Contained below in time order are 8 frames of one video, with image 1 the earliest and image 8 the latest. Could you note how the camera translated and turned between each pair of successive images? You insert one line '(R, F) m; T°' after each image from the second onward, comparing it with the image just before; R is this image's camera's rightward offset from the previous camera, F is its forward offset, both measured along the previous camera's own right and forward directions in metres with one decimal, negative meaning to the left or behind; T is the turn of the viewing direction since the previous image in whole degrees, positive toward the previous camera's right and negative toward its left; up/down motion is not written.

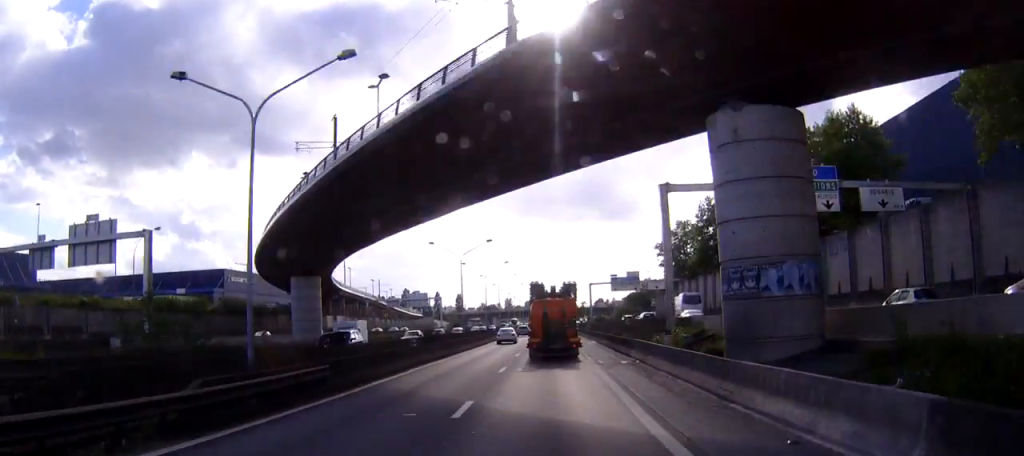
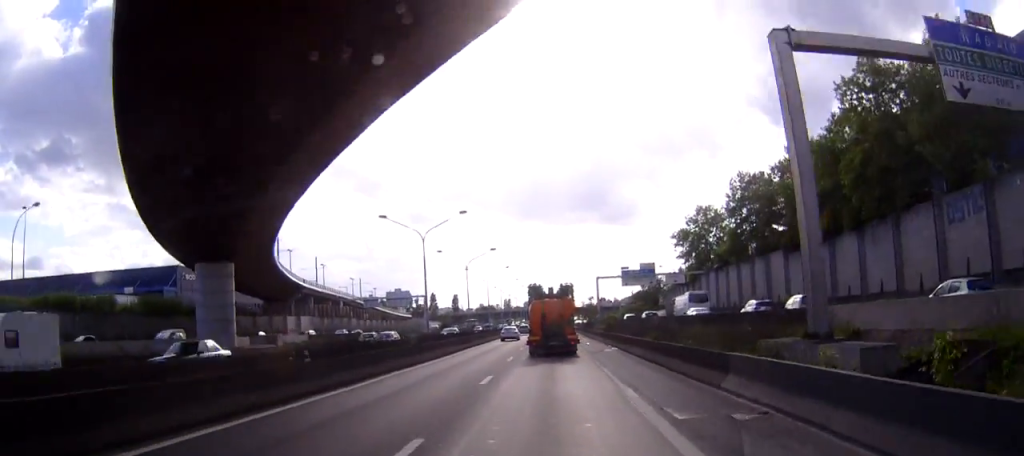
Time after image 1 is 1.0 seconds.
(+0.1, +20.0) m; 0°
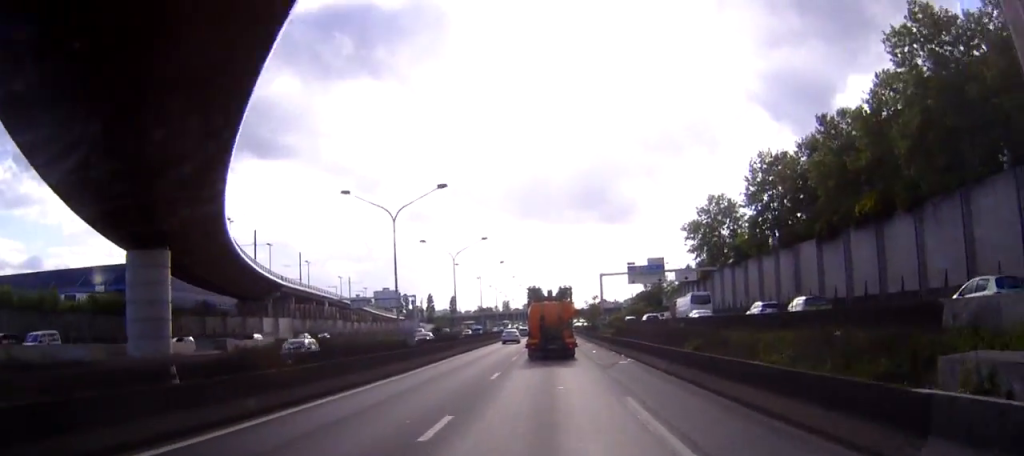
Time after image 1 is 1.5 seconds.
(0.0, +9.4) m; 0°
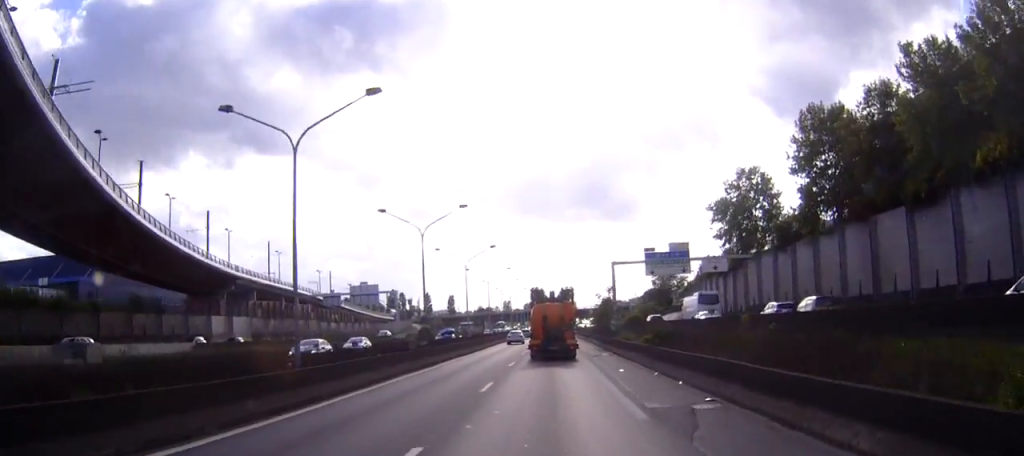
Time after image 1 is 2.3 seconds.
(0.0, +16.7) m; 0°
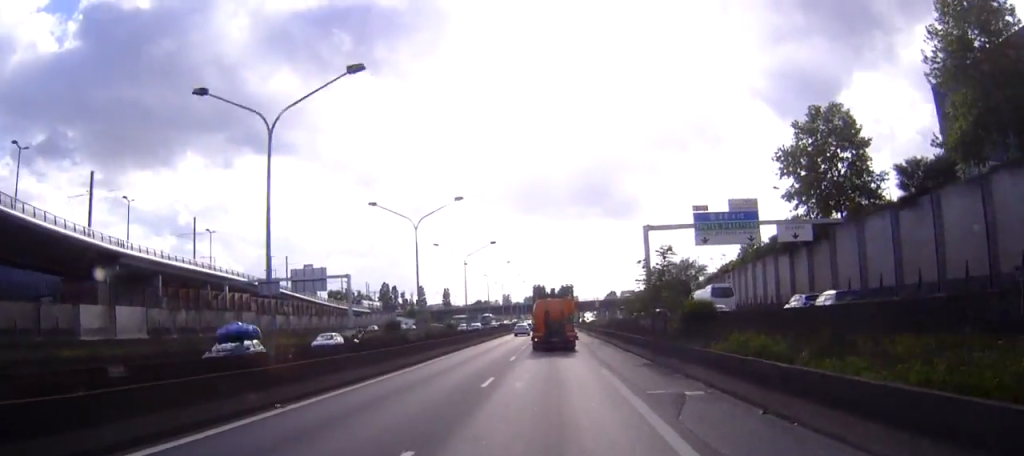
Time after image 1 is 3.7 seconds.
(+0.3, +27.4) m; +1°
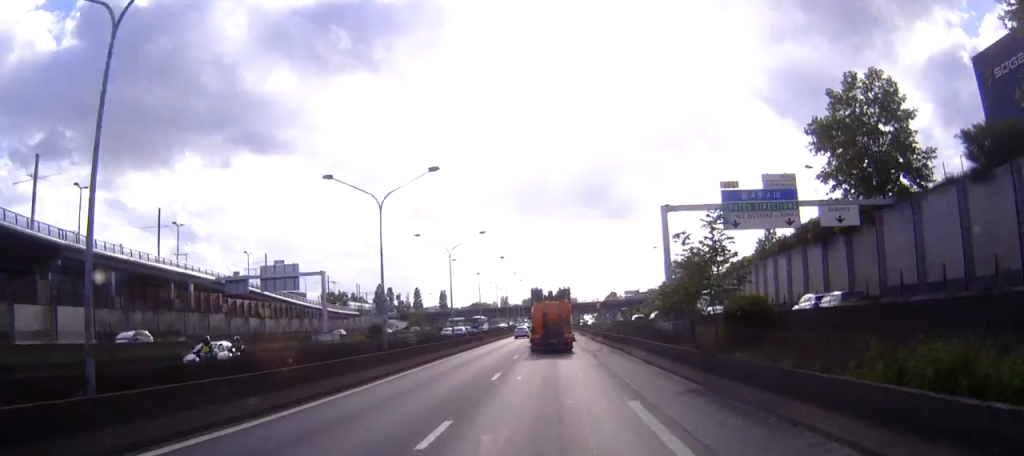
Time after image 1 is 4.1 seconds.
(0.0, +9.4) m; 0°
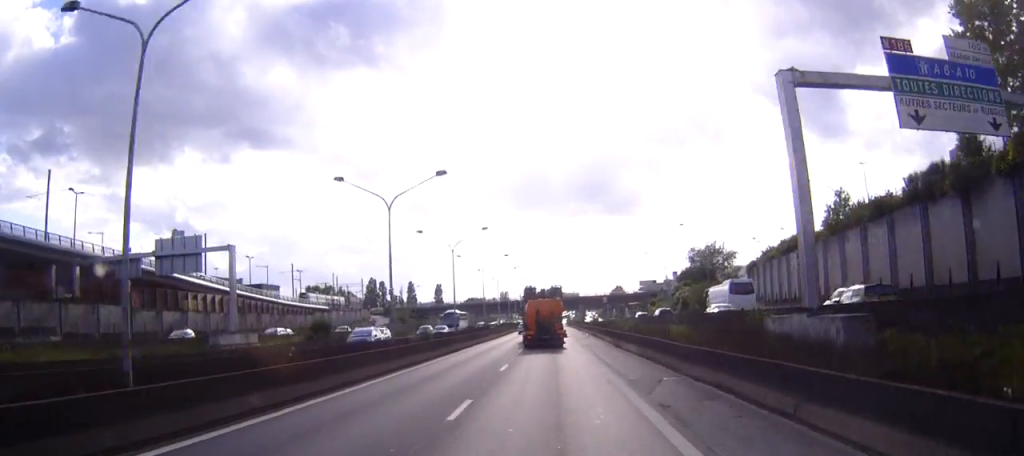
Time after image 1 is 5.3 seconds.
(-0.1, +23.6) m; 0°
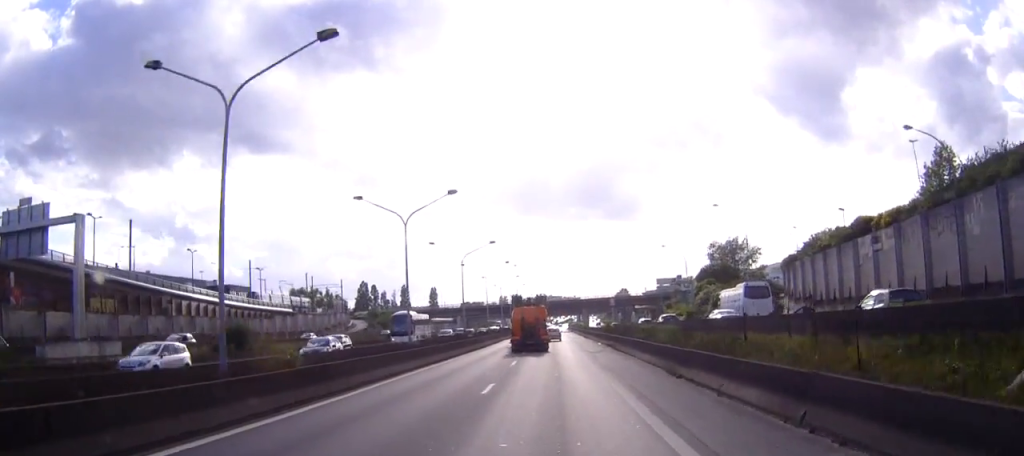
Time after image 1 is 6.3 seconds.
(+0.1, +20.3) m; 0°
